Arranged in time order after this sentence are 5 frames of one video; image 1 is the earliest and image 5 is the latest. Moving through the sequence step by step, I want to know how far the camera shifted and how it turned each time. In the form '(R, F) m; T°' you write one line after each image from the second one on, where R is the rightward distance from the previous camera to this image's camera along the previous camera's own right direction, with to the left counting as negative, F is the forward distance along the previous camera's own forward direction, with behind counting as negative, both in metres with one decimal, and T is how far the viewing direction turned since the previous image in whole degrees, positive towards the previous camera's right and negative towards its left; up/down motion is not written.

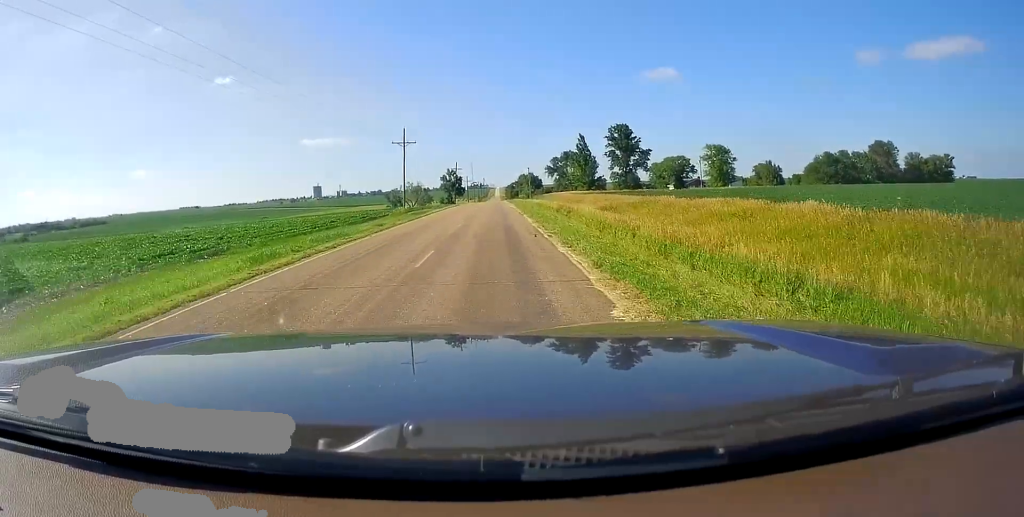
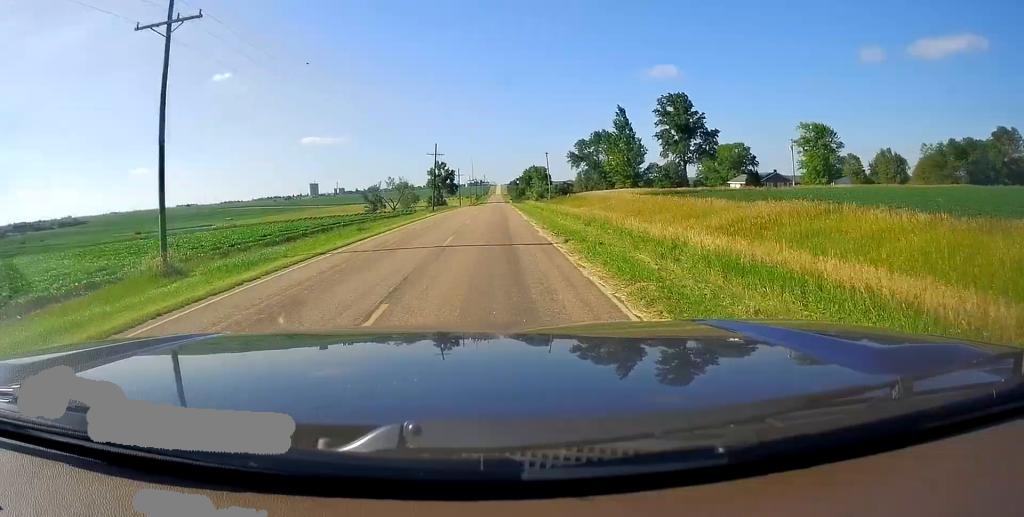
(0.0, +54.4) m; -1°
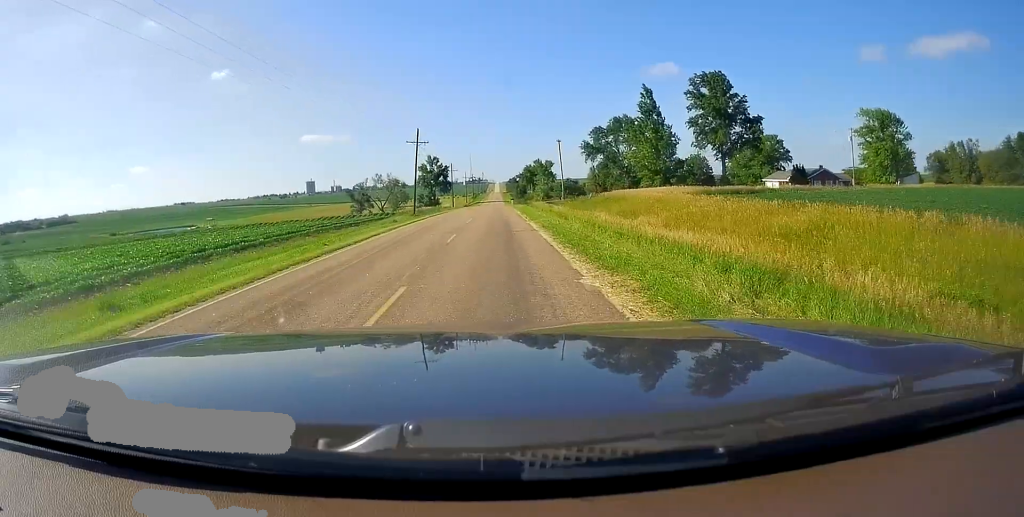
(-0.3, +21.7) m; 0°
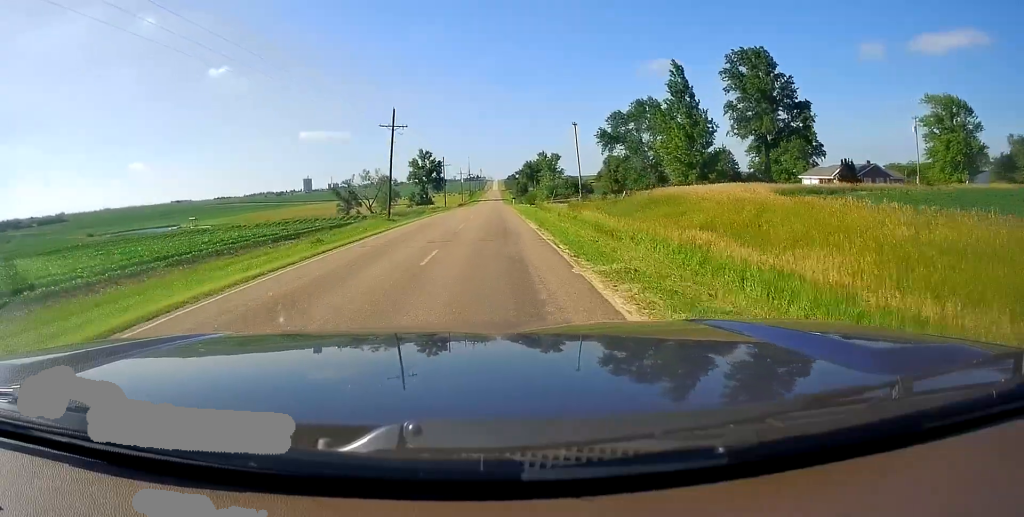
(0.0, +17.6) m; 0°
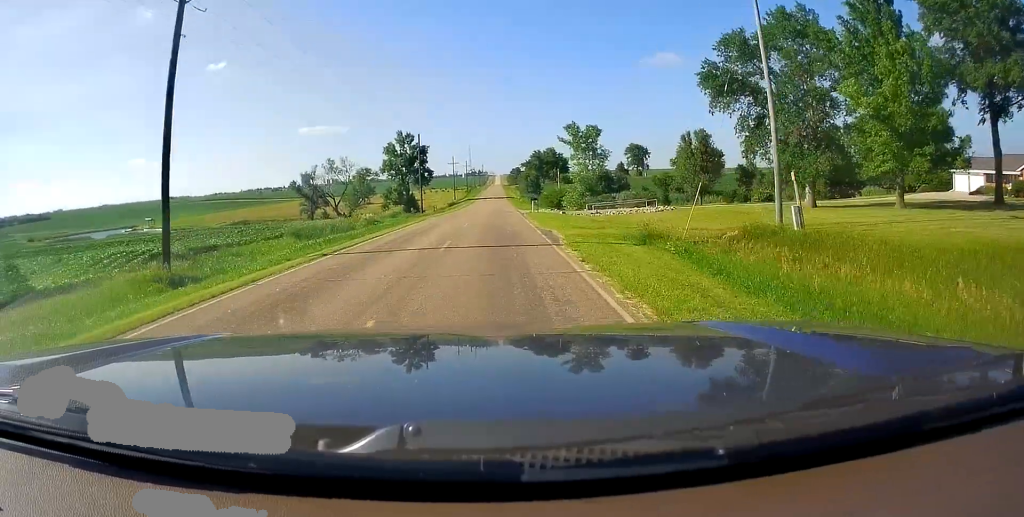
(+0.5, +44.8) m; +1°
